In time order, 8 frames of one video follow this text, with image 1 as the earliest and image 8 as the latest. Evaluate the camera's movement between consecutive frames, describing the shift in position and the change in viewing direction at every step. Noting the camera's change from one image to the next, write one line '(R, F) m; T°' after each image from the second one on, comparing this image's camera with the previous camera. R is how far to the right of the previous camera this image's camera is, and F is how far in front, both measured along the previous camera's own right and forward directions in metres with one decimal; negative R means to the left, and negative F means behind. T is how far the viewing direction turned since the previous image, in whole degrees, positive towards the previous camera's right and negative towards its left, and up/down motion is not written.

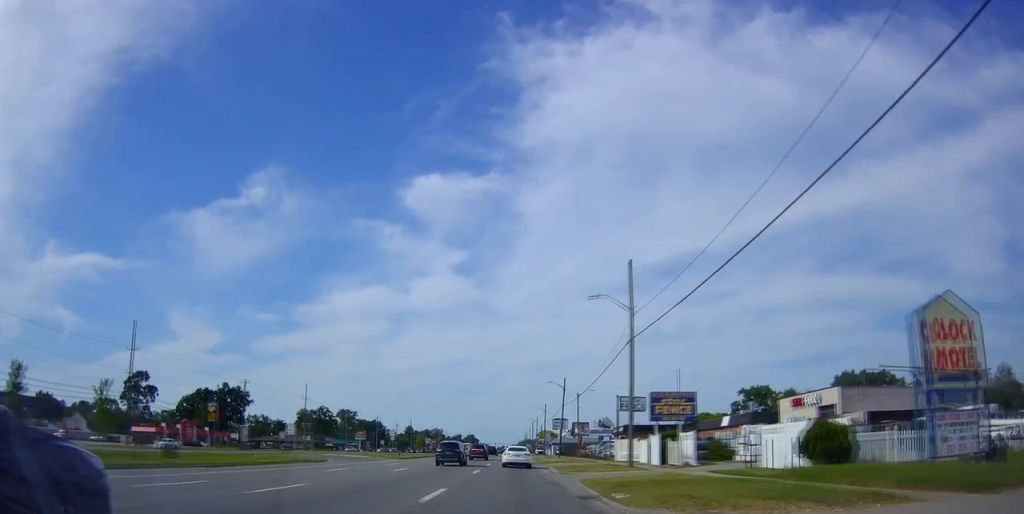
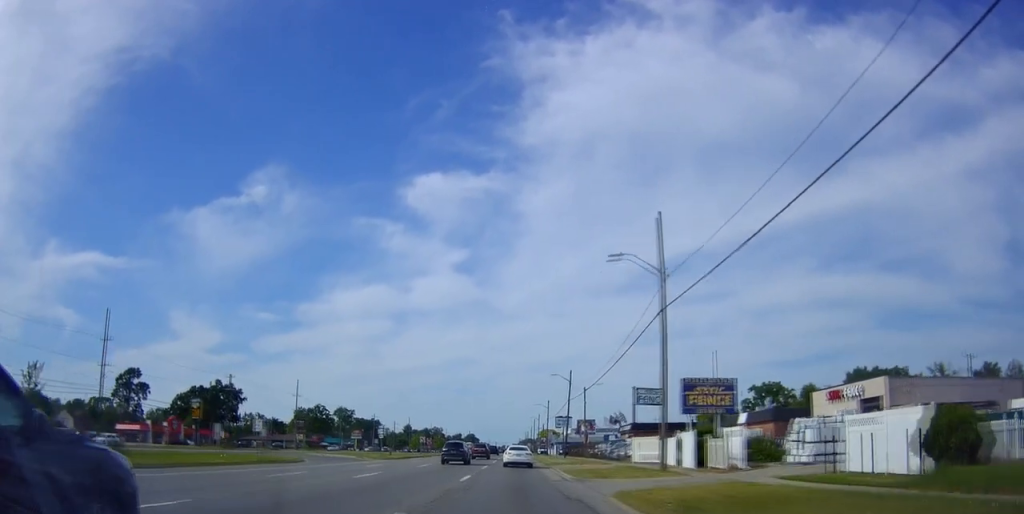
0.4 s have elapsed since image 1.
(+0.2, +7.0) m; +1°
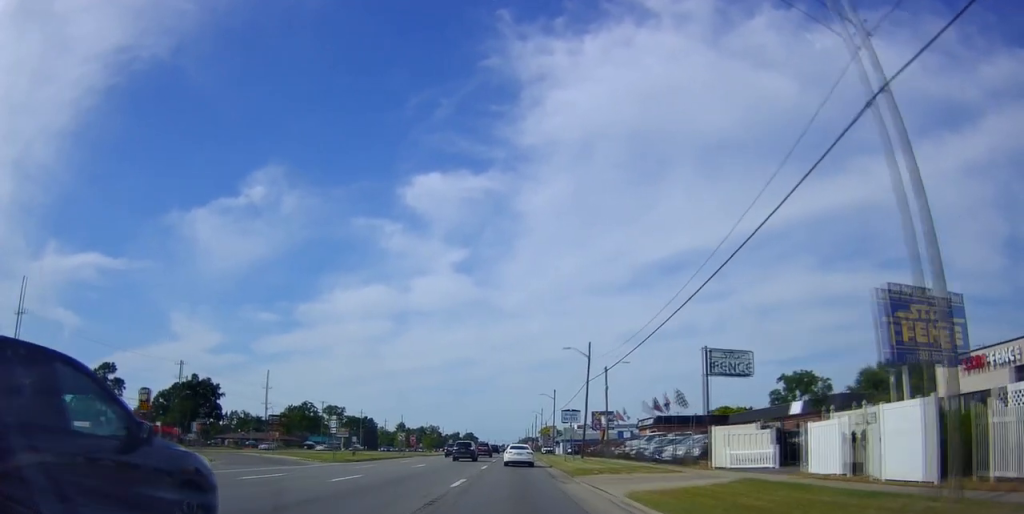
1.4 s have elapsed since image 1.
(+0.2, +18.1) m; -1°
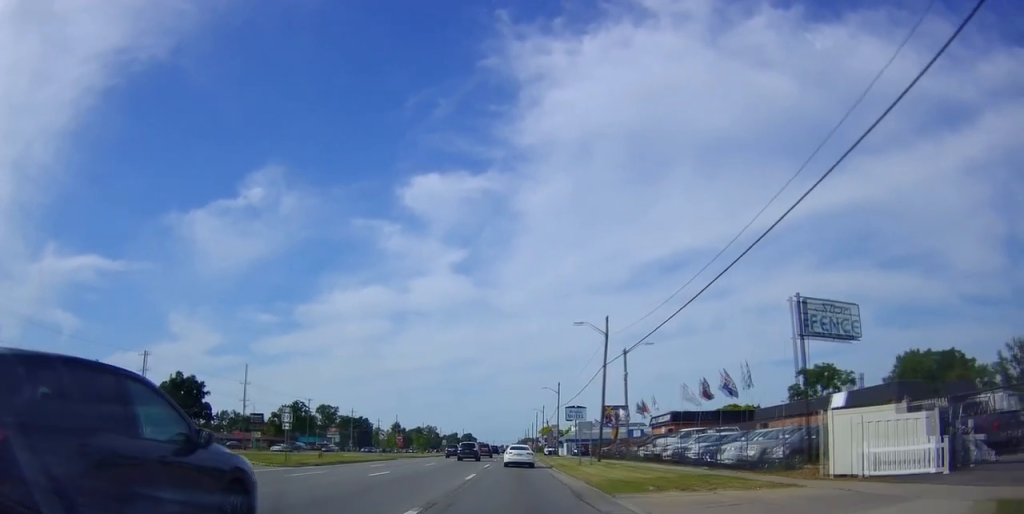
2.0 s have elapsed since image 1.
(+0.1, +10.5) m; -1°
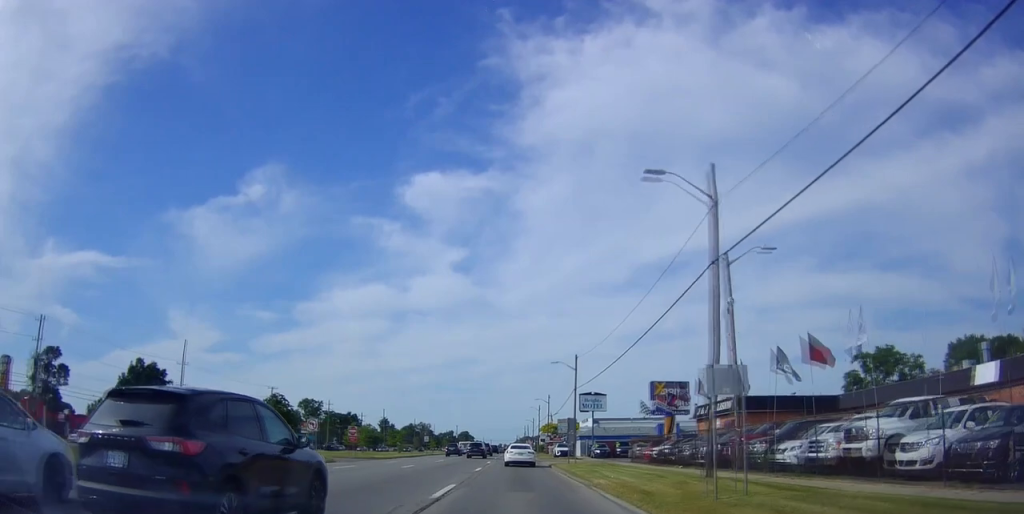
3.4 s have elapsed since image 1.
(-0.3, +24.3) m; 0°
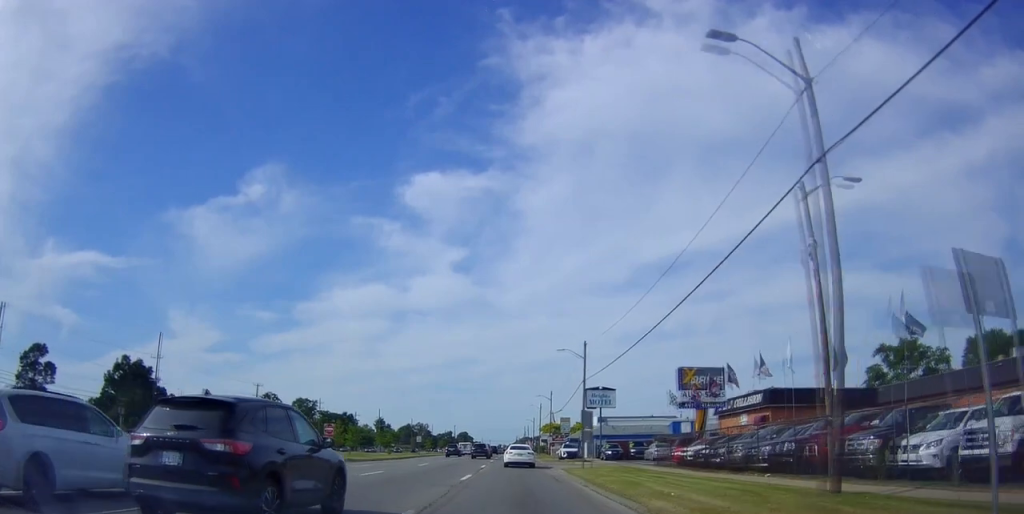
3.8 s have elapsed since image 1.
(+0.4, +7.8) m; 0°
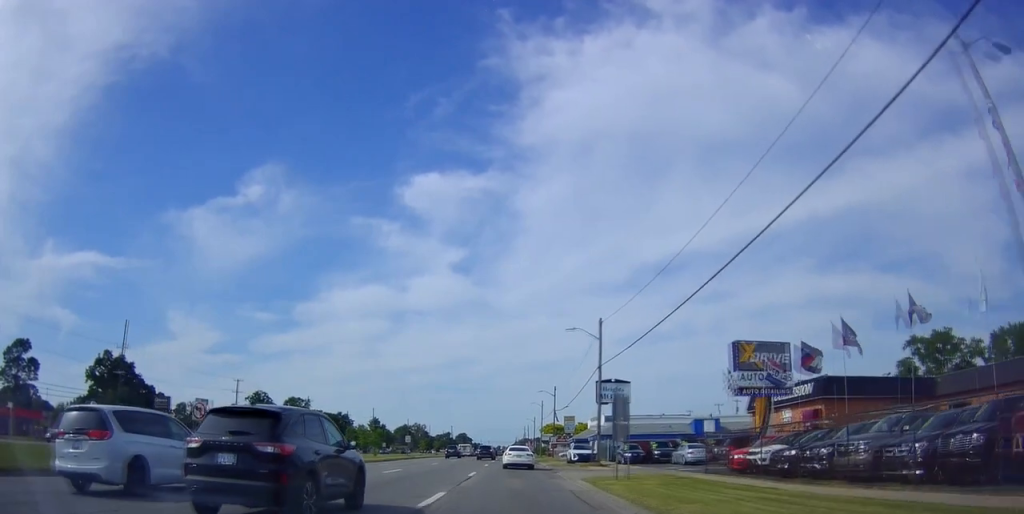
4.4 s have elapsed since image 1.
(-0.3, +9.6) m; 0°
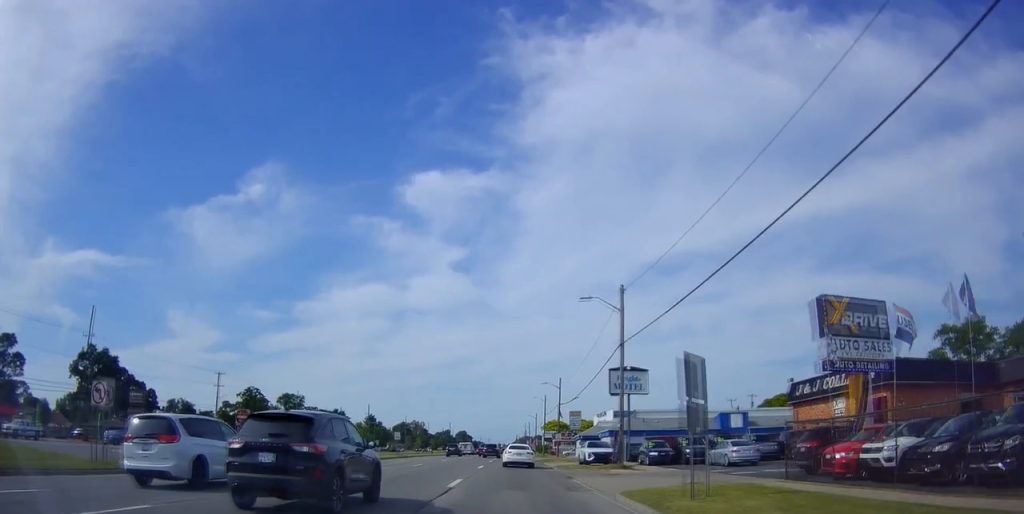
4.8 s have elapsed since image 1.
(-0.4, +8.4) m; 0°
